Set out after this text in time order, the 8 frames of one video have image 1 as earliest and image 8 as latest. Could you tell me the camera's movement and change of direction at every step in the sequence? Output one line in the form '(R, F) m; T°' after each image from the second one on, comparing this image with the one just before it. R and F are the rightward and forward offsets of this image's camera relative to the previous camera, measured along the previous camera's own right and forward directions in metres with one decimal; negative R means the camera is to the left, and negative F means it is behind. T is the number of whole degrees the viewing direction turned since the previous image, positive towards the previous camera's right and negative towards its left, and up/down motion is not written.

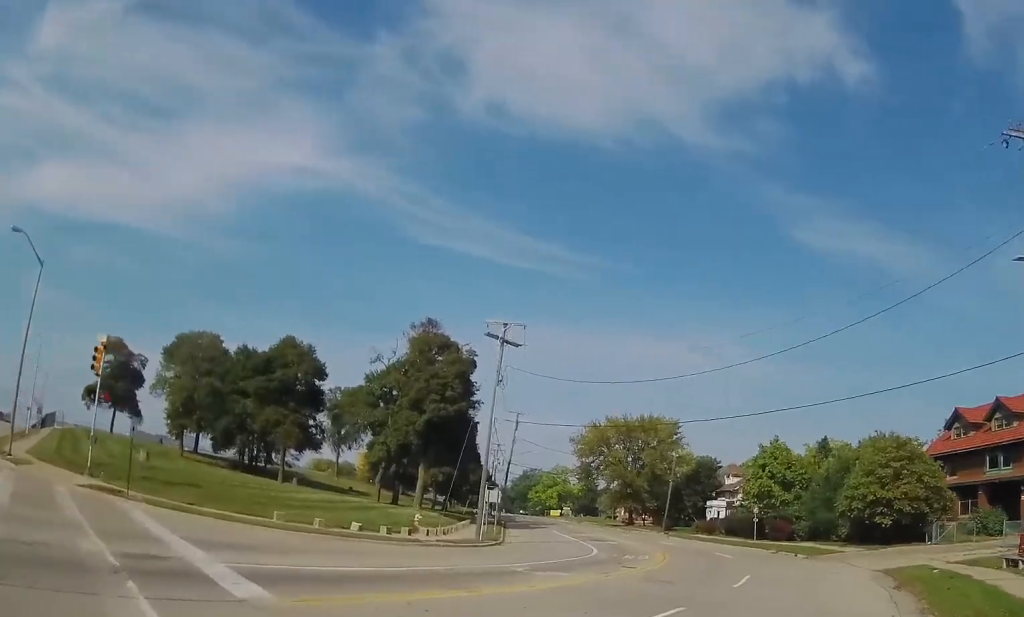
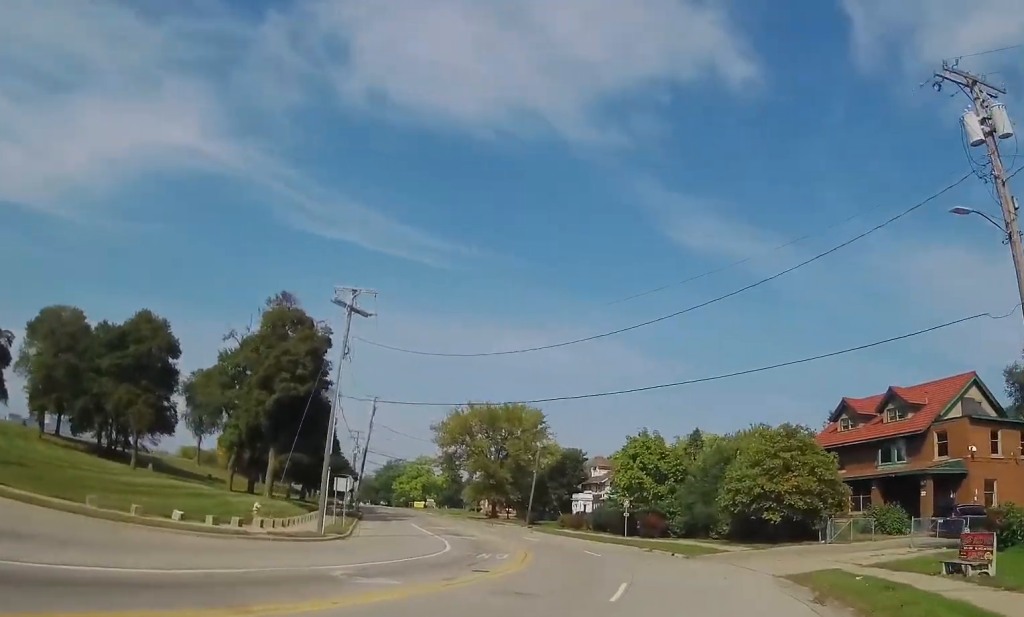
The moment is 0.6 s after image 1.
(+0.4, +3.8) m; +7°
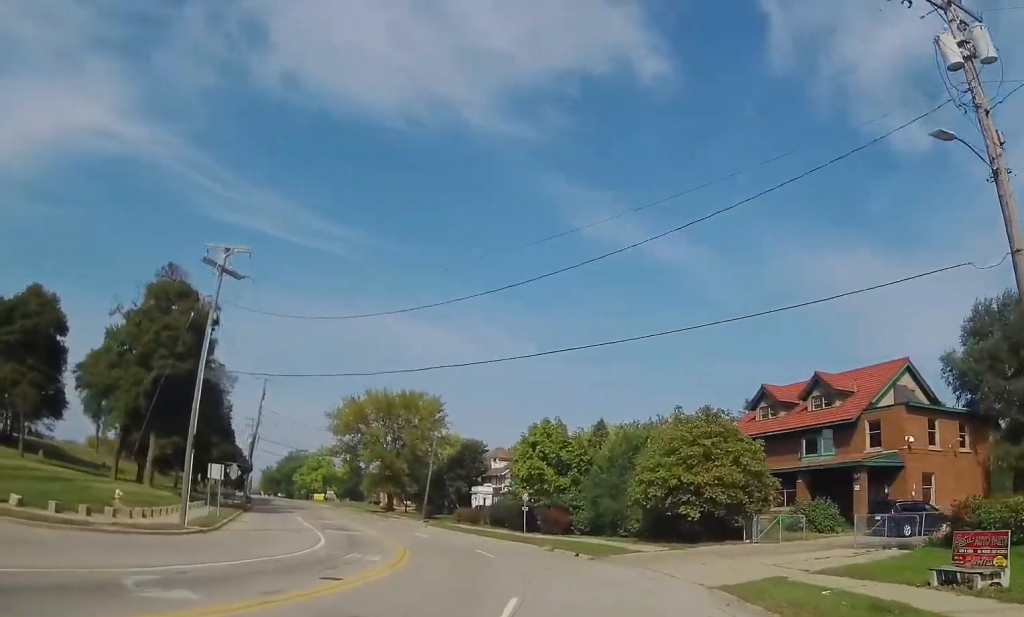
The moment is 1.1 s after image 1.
(+0.3, +3.9) m; +6°
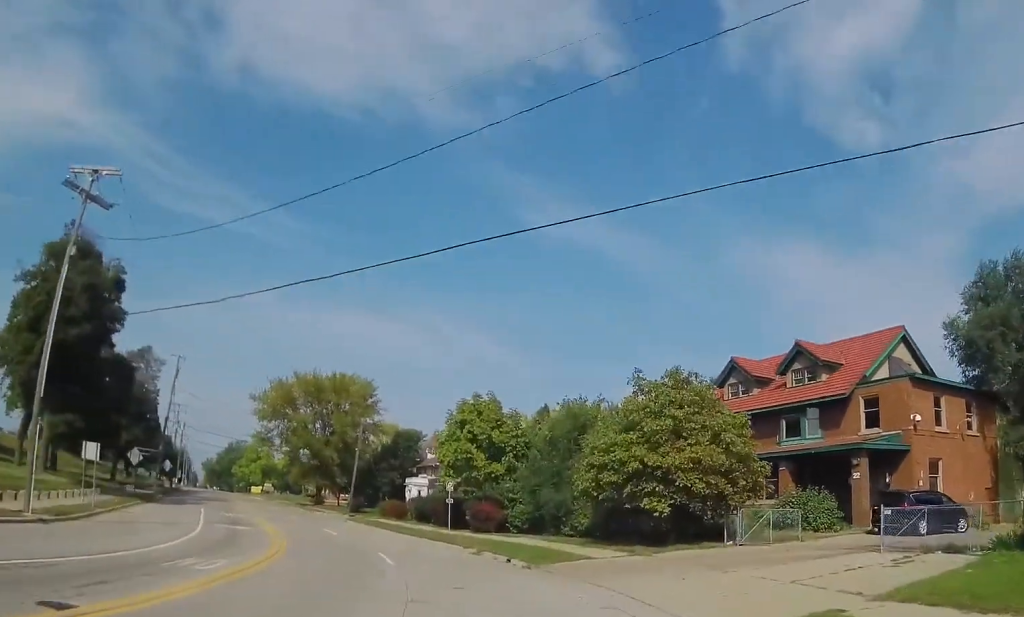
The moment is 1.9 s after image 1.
(+0.4, +6.6) m; +4°
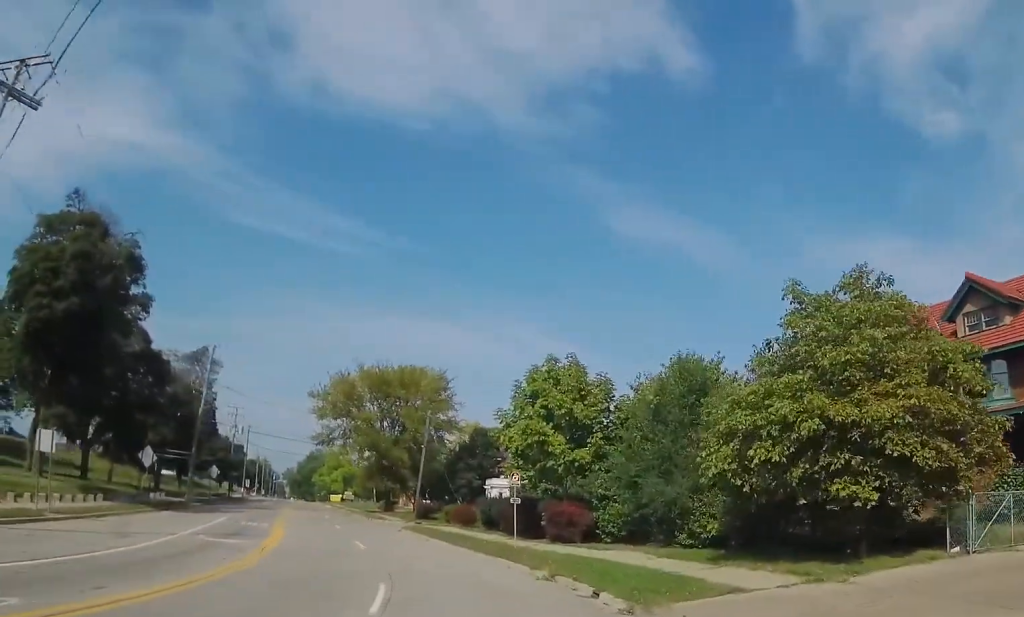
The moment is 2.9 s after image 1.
(+0.2, +9.0) m; 0°
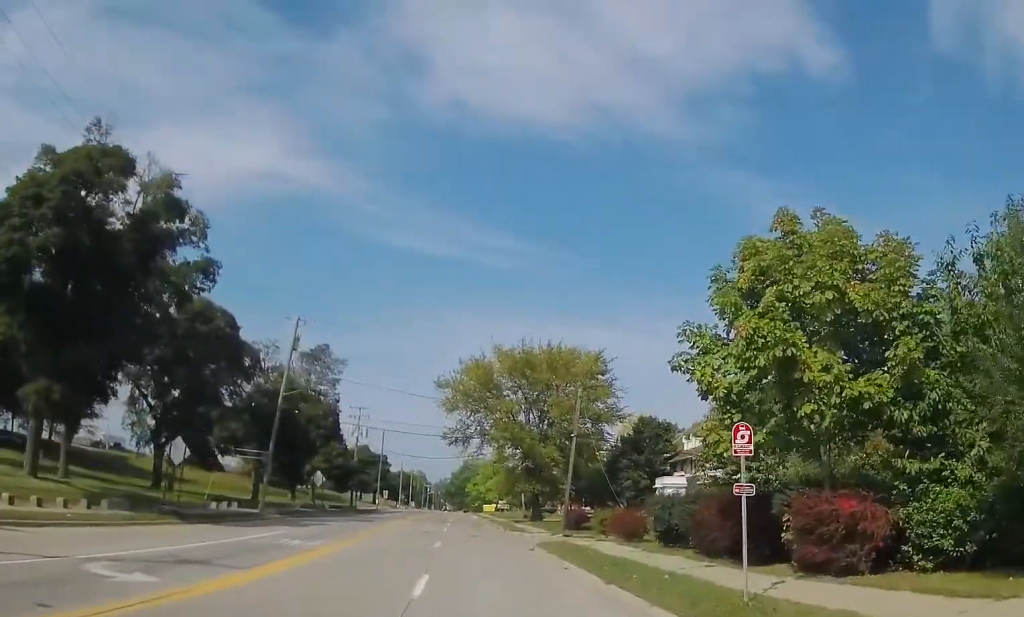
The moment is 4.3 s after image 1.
(-0.4, +13.2) m; -6°
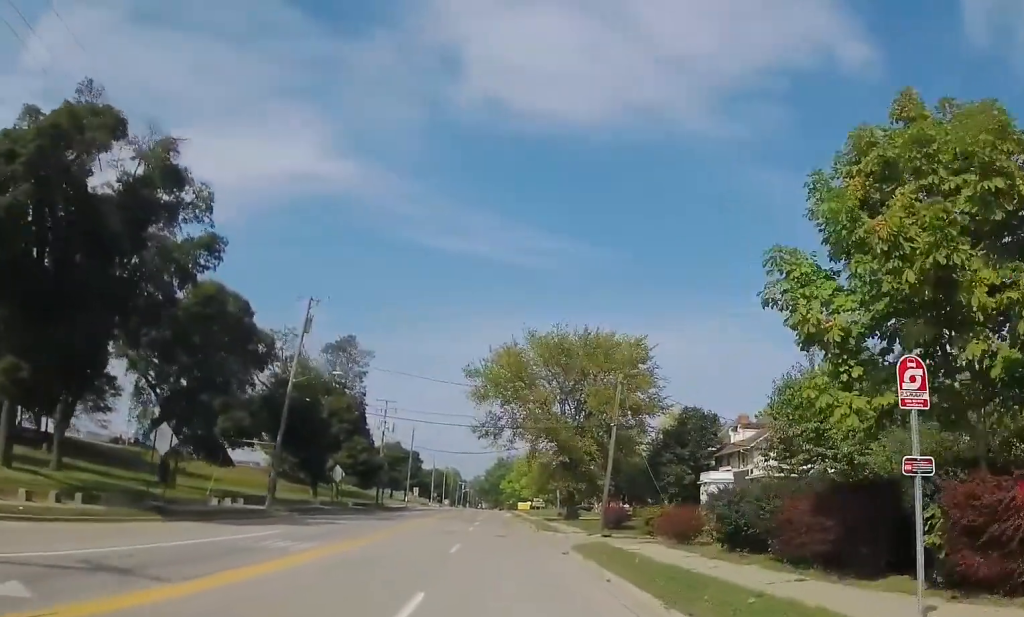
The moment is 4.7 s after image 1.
(-0.3, +4.3) m; -2°
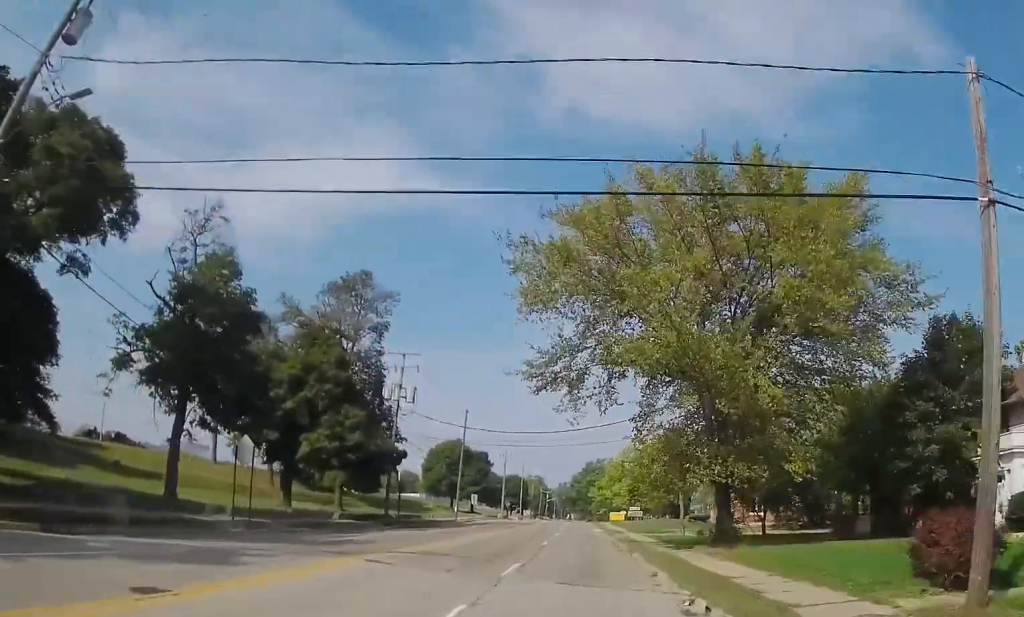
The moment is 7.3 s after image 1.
(-3.8, +29.5) m; -10°
